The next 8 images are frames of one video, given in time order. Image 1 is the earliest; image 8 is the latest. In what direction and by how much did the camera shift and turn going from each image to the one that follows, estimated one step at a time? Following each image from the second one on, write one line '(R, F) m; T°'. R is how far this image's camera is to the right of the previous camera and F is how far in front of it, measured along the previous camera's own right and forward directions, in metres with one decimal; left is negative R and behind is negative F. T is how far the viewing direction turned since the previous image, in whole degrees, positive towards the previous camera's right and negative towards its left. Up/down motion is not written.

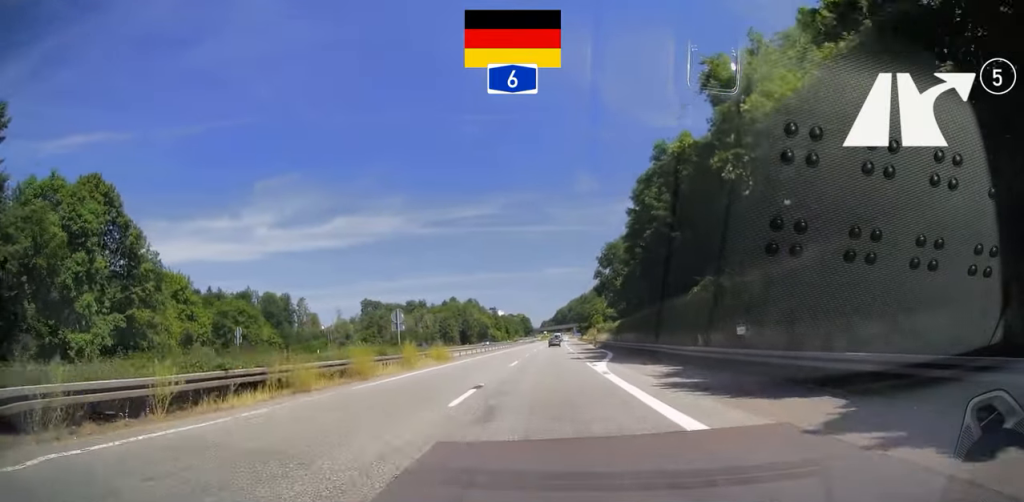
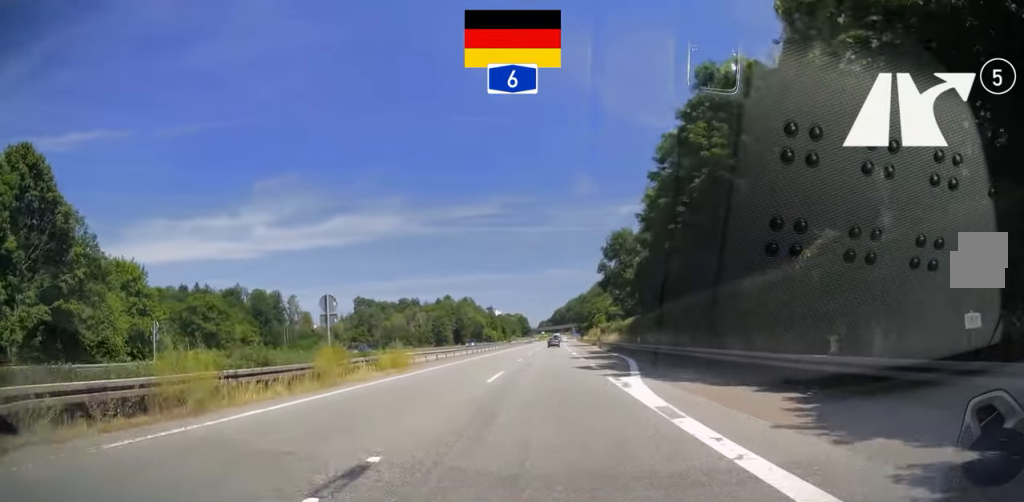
(+0.1, +11.3) m; 0°
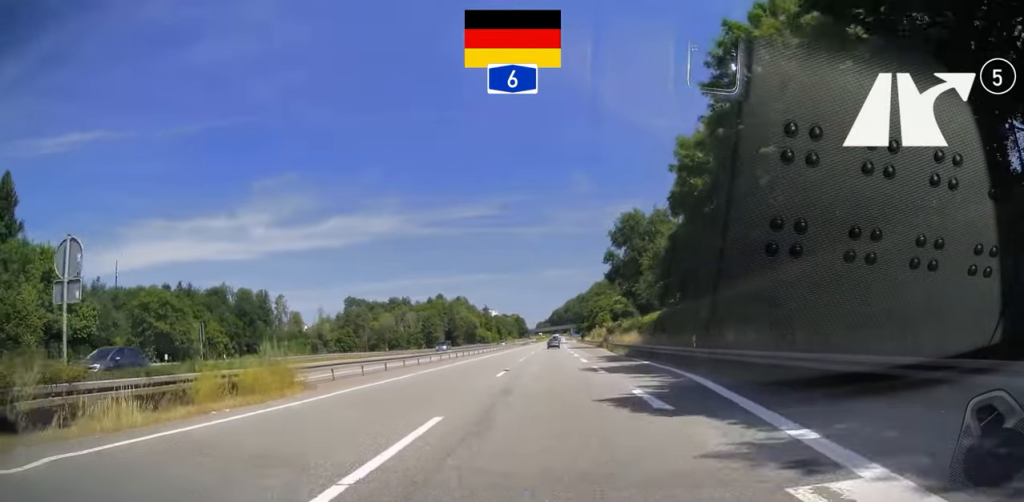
(0.0, +14.5) m; 0°
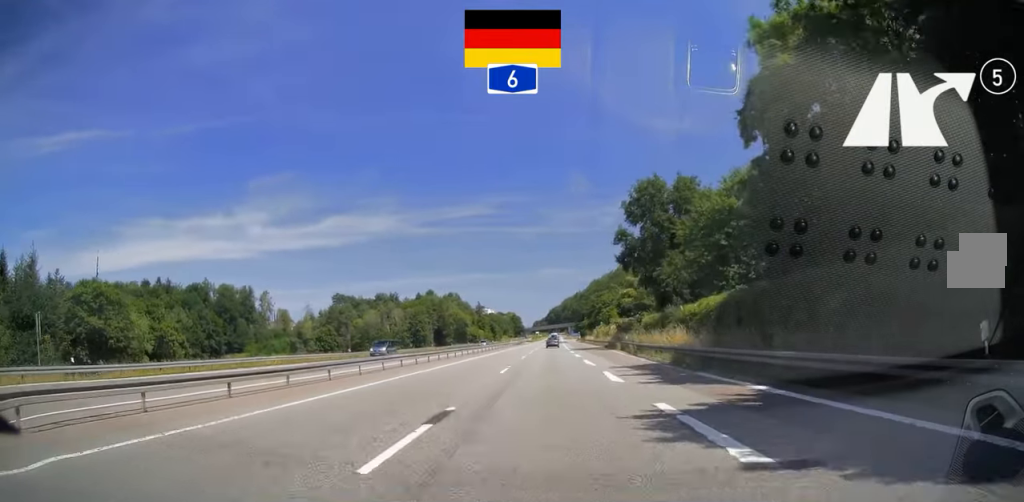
(+0.1, +16.5) m; 0°
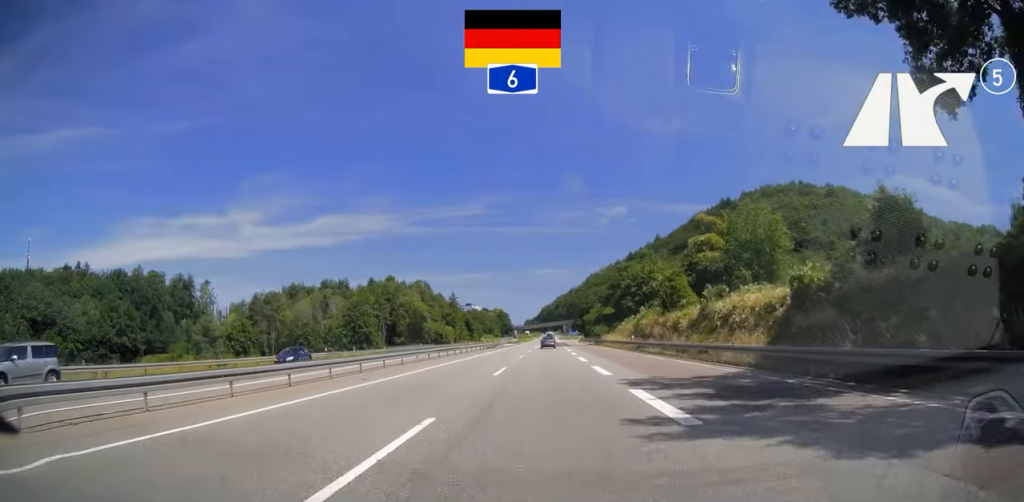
(+0.3, +55.7) m; 0°
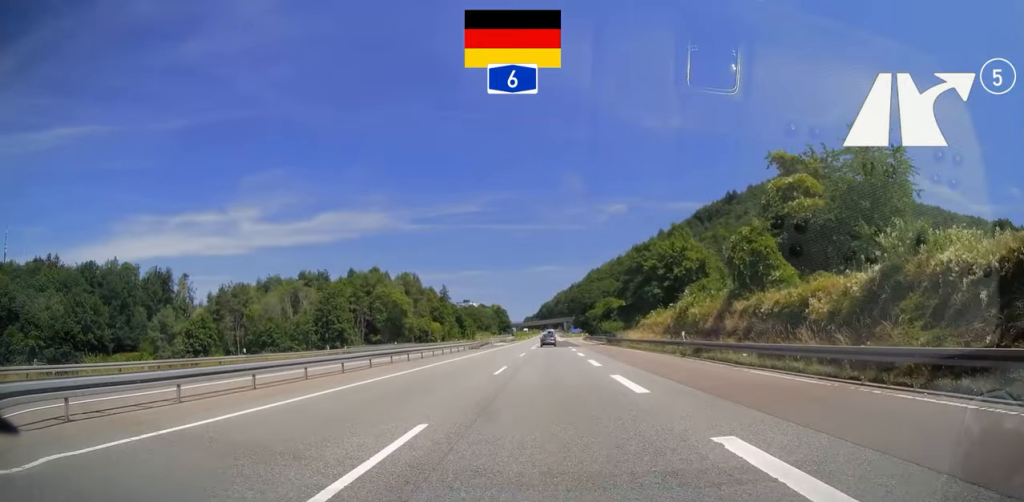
(-0.1, +18.7) m; 0°
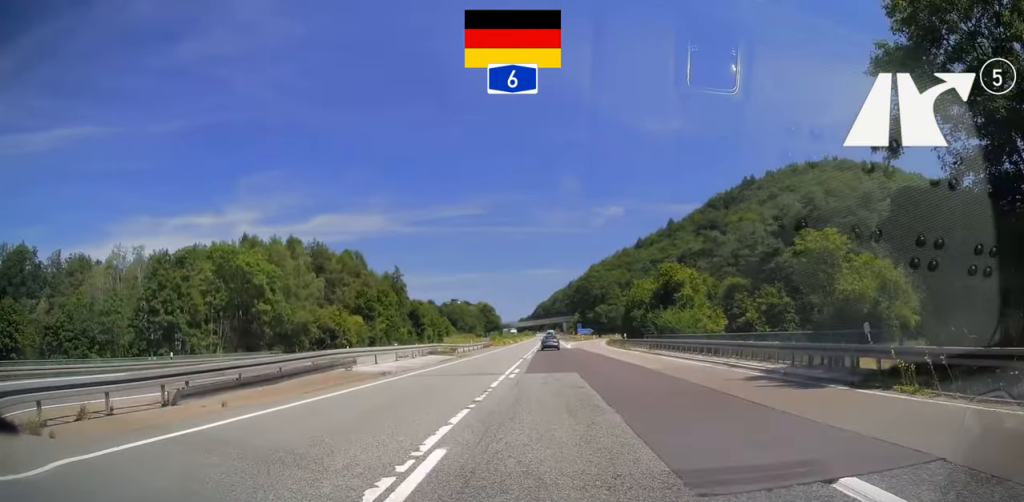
(+0.7, +59.0) m; +1°
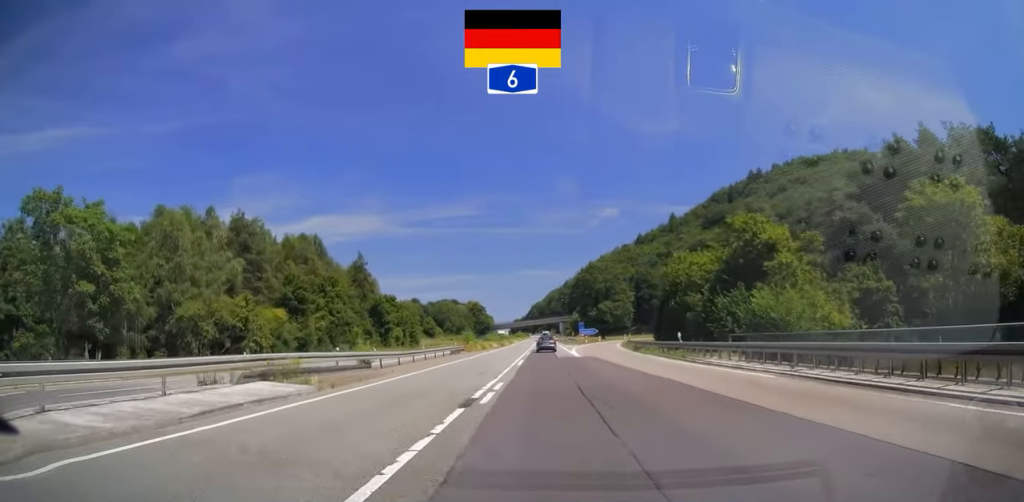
(0.0, +24.8) m; 0°
